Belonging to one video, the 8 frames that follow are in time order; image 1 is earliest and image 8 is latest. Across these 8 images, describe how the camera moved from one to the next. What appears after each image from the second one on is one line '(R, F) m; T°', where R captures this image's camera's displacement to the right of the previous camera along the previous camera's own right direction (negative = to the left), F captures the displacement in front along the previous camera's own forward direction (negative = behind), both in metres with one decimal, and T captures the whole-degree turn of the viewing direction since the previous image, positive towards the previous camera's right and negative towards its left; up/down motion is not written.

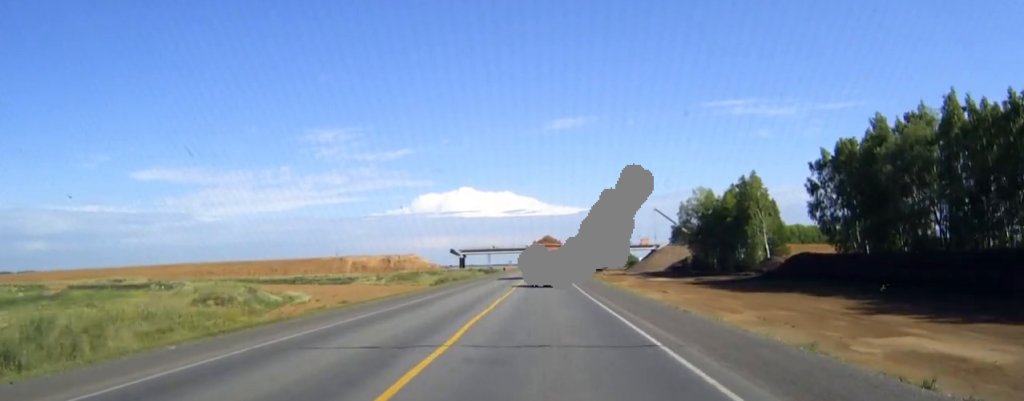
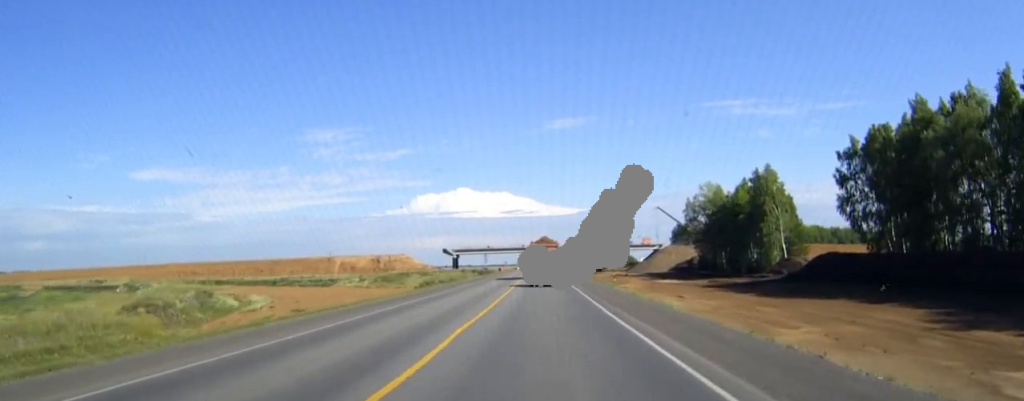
(0.0, +11.5) m; 0°
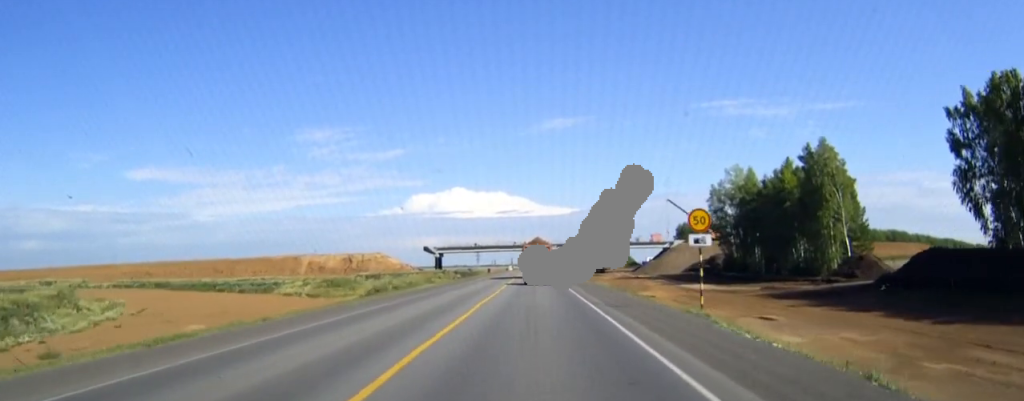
(+0.1, +29.0) m; 0°
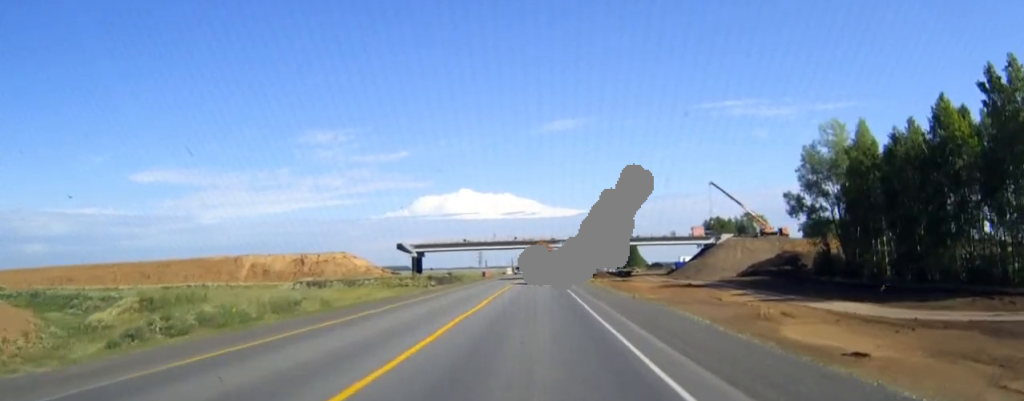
(-0.2, +48.1) m; -1°
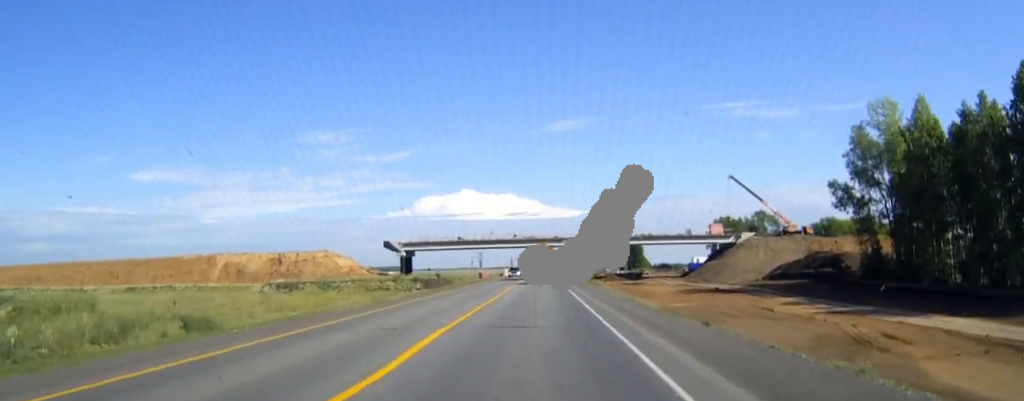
(0.0, +15.4) m; 0°
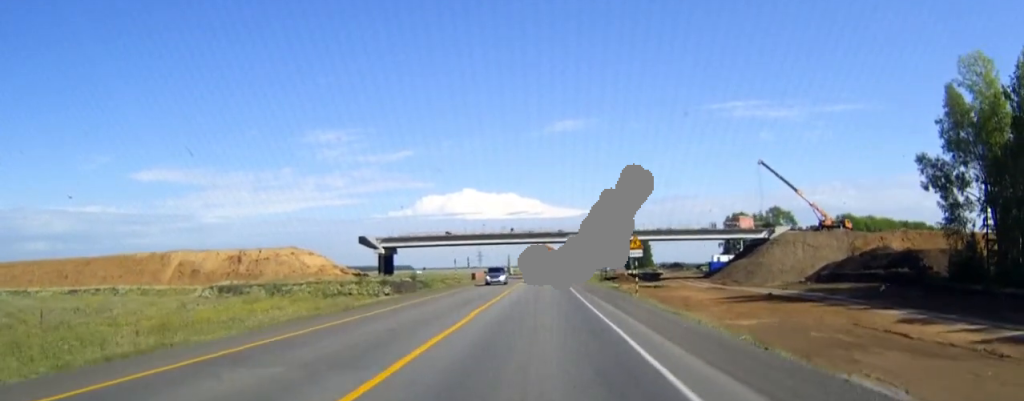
(-0.1, +21.0) m; 0°
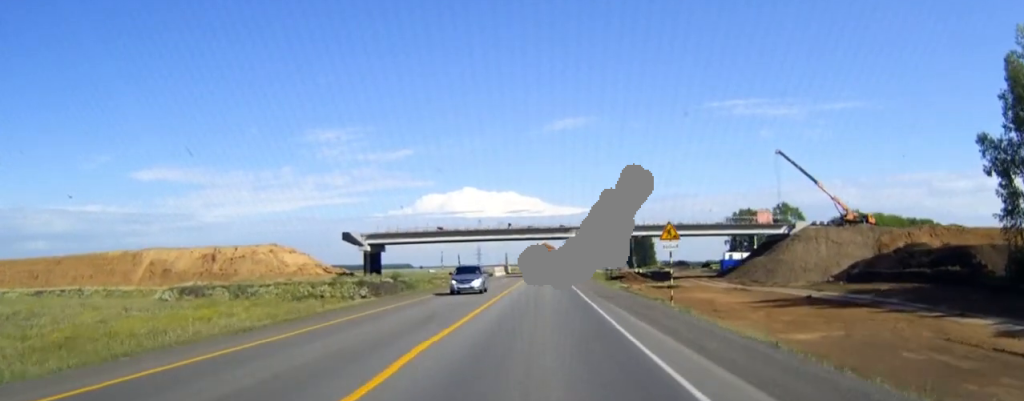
(0.0, +10.6) m; 0°
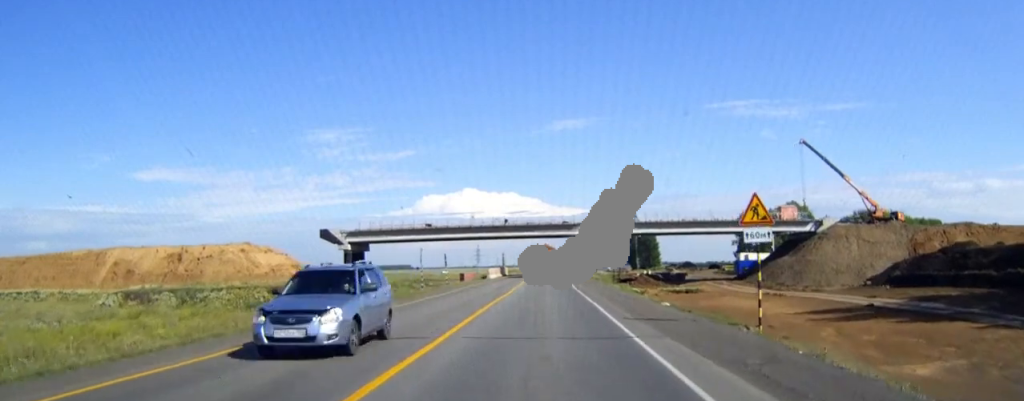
(0.0, +11.8) m; 0°
